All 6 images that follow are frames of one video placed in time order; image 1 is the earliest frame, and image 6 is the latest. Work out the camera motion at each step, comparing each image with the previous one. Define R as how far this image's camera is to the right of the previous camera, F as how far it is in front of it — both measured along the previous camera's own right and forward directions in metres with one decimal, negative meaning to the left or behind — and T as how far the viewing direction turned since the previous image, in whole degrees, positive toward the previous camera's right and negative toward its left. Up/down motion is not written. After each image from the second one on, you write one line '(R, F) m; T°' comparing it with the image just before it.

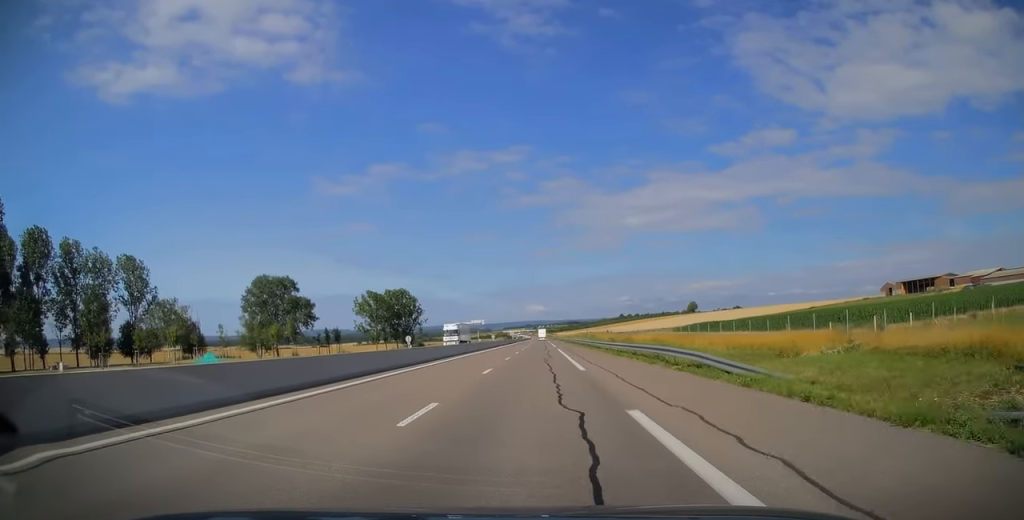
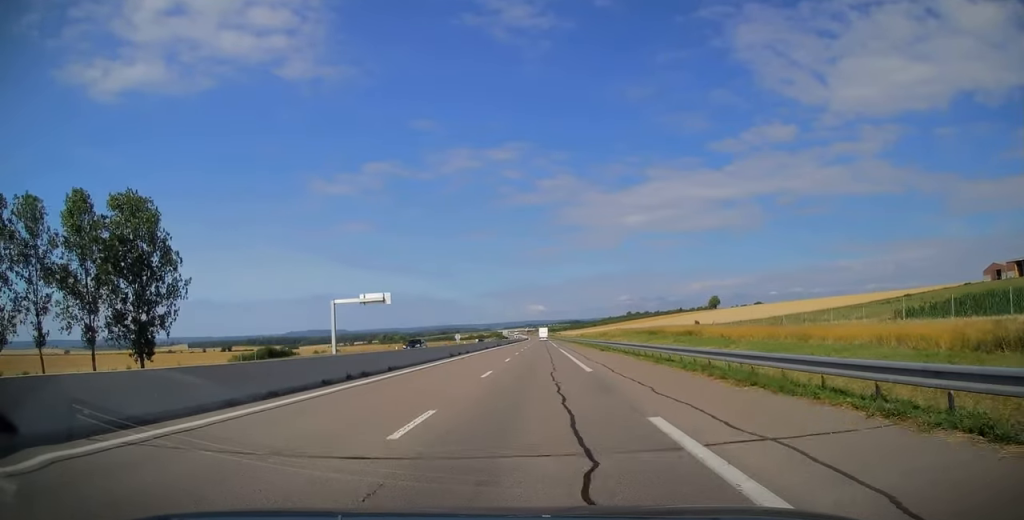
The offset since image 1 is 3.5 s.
(-0.3, +103.6) m; 0°
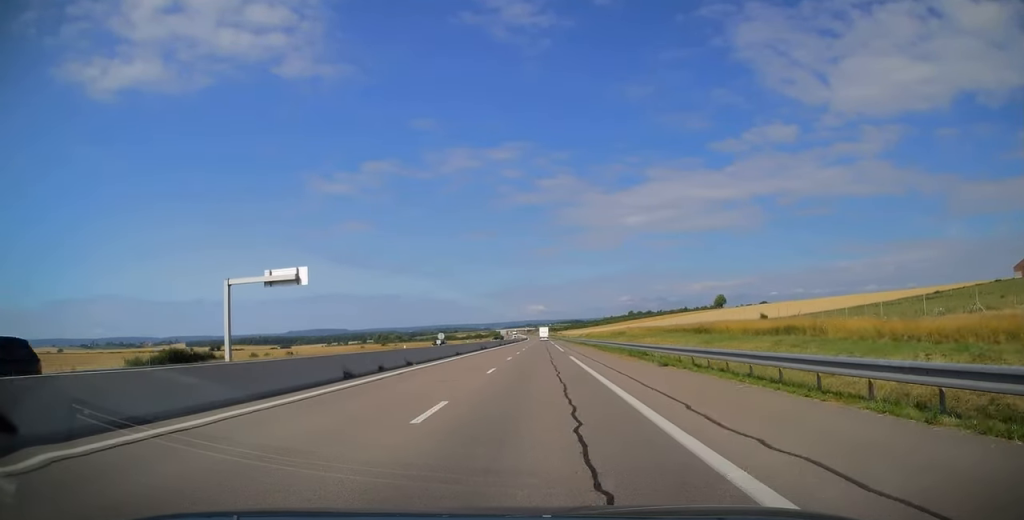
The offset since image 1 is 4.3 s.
(-0.1, +23.6) m; 0°
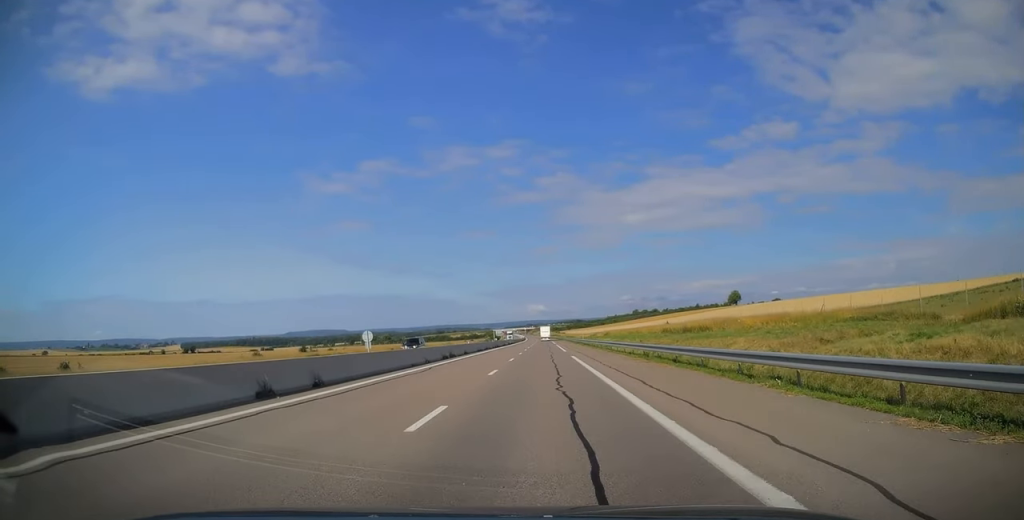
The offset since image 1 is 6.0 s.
(+0.6, +50.6) m; 0°
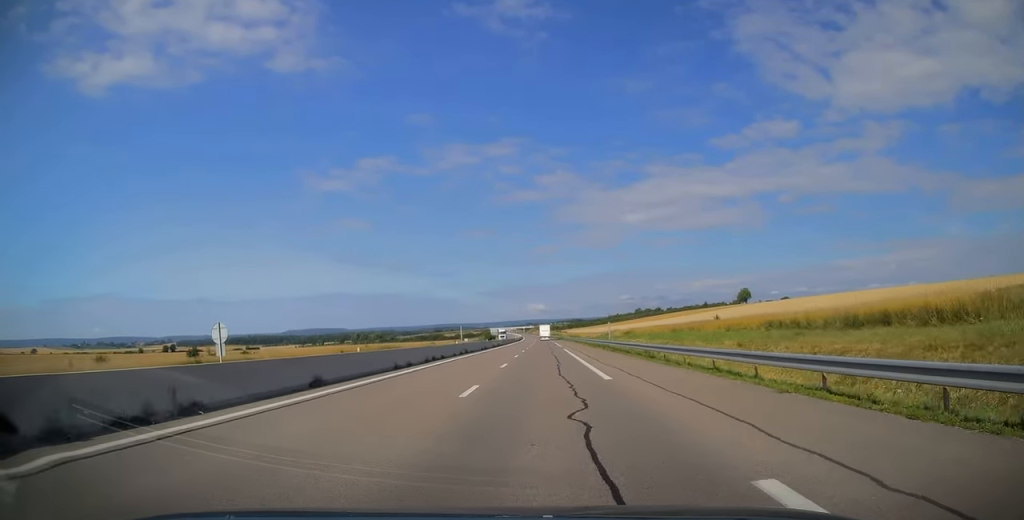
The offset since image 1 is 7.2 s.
(-0.4, +32.9) m; -1°
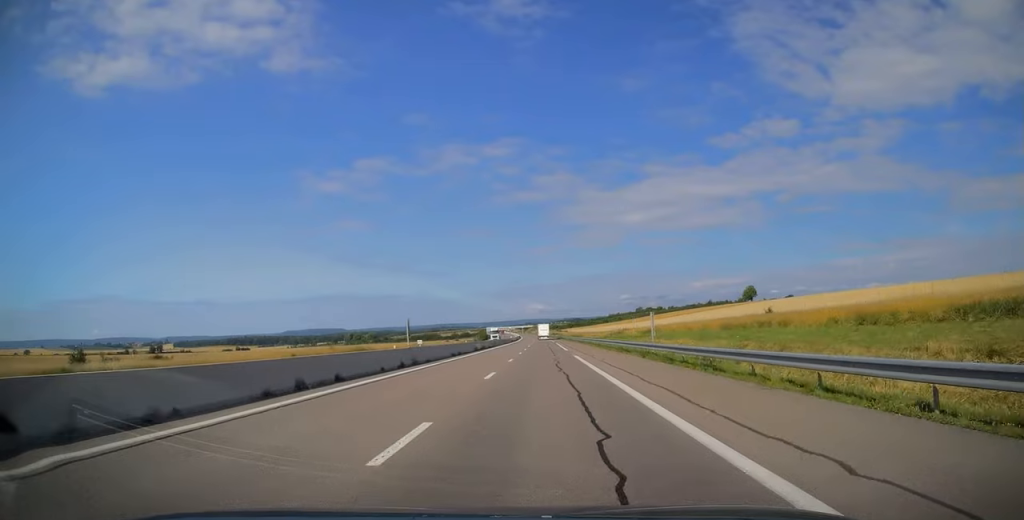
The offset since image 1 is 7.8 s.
(-0.1, +19.7) m; +1°
